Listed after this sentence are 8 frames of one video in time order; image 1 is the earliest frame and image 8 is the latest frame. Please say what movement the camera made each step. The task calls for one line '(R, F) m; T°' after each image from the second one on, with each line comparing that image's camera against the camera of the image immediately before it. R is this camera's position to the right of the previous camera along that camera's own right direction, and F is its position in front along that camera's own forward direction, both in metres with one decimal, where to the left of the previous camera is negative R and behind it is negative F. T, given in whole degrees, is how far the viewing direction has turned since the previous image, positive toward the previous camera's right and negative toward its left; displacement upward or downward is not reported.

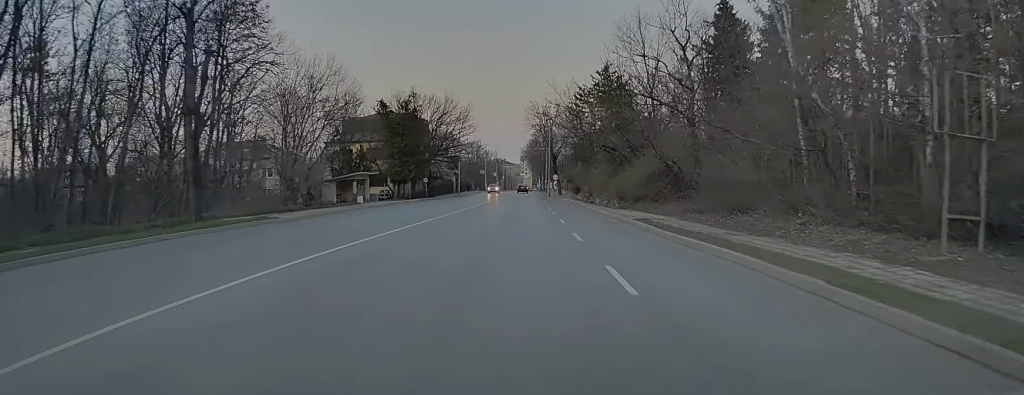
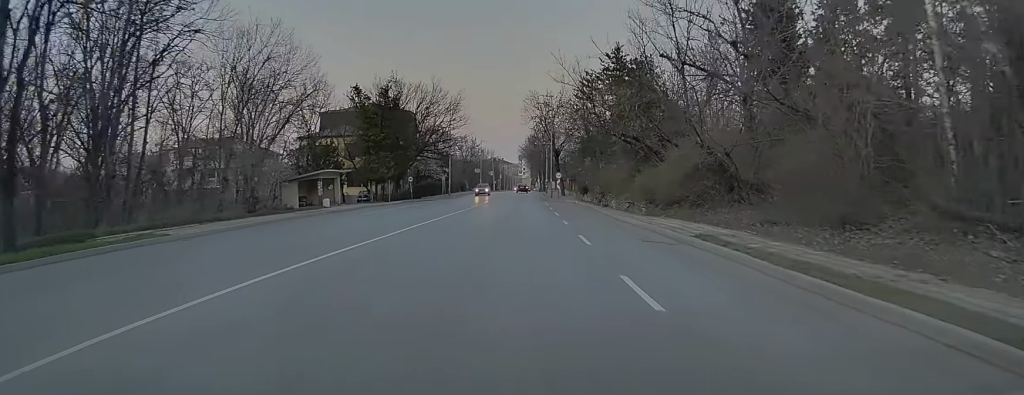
(+0.2, +9.9) m; +1°
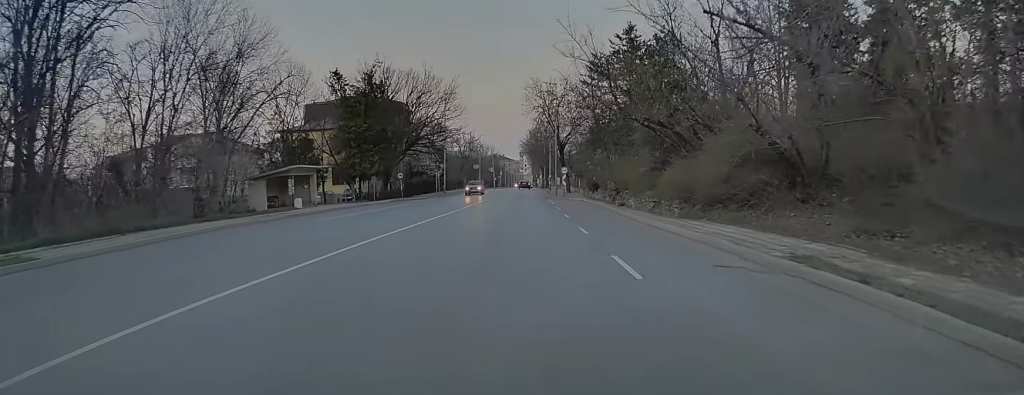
(0.0, +6.7) m; 0°
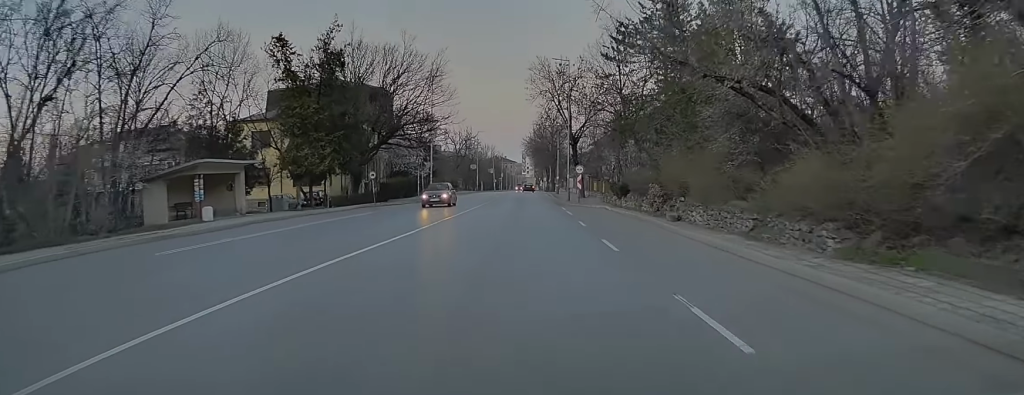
(-0.1, +13.3) m; 0°
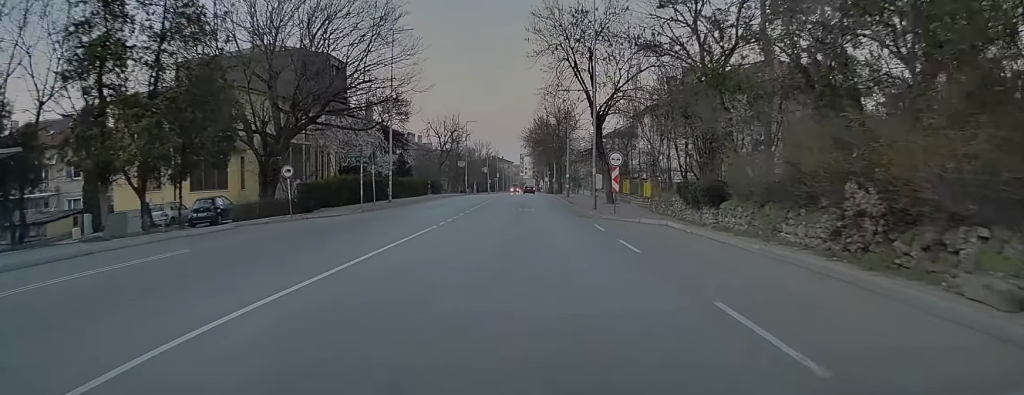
(+0.2, +18.5) m; 0°
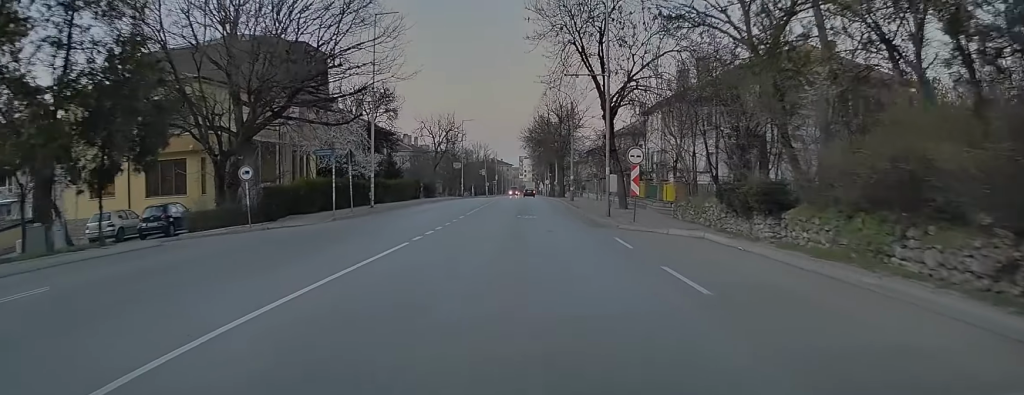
(+0.1, +5.1) m; 0°
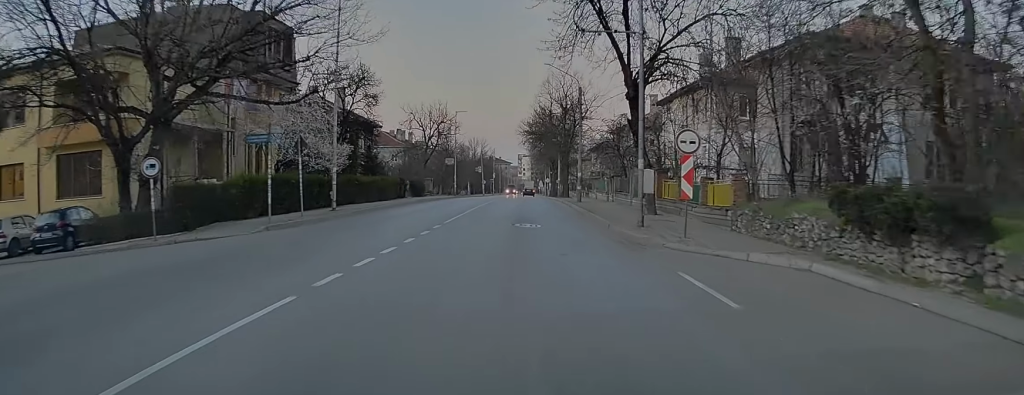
(-0.2, +7.6) m; 0°
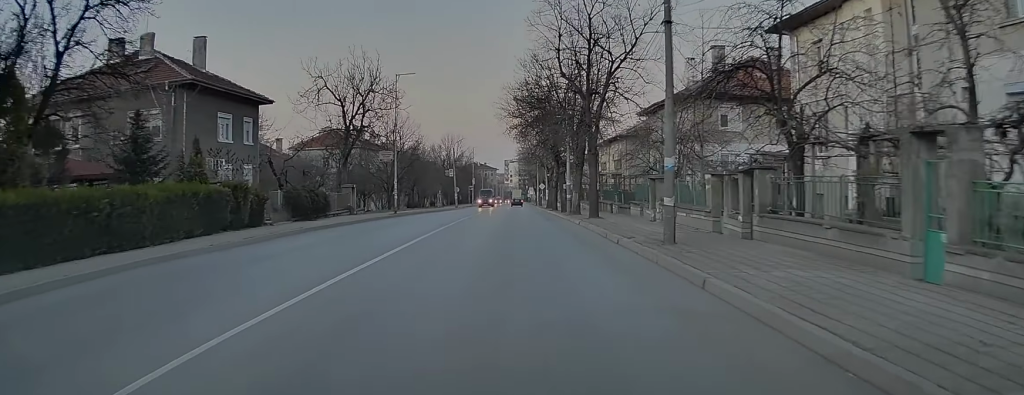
(+0.3, +30.1) m; 0°
